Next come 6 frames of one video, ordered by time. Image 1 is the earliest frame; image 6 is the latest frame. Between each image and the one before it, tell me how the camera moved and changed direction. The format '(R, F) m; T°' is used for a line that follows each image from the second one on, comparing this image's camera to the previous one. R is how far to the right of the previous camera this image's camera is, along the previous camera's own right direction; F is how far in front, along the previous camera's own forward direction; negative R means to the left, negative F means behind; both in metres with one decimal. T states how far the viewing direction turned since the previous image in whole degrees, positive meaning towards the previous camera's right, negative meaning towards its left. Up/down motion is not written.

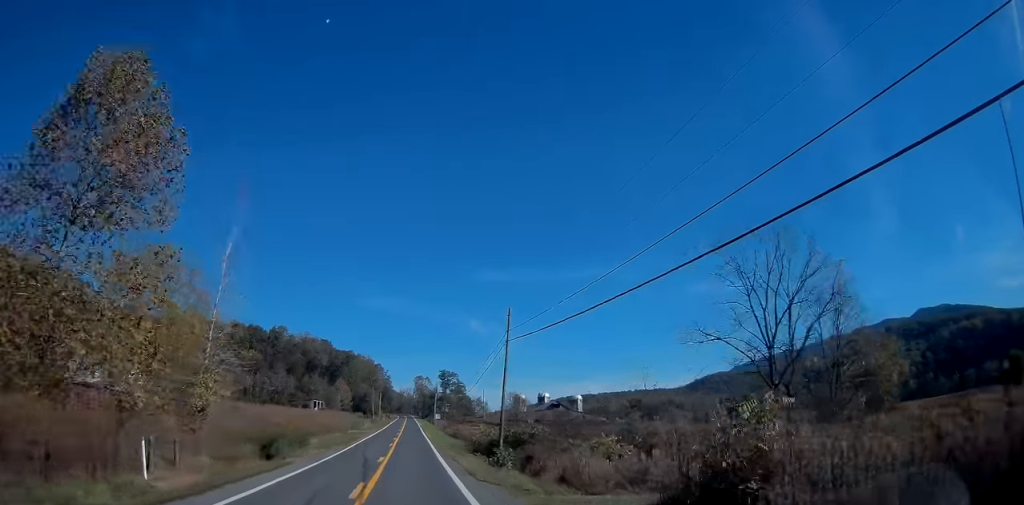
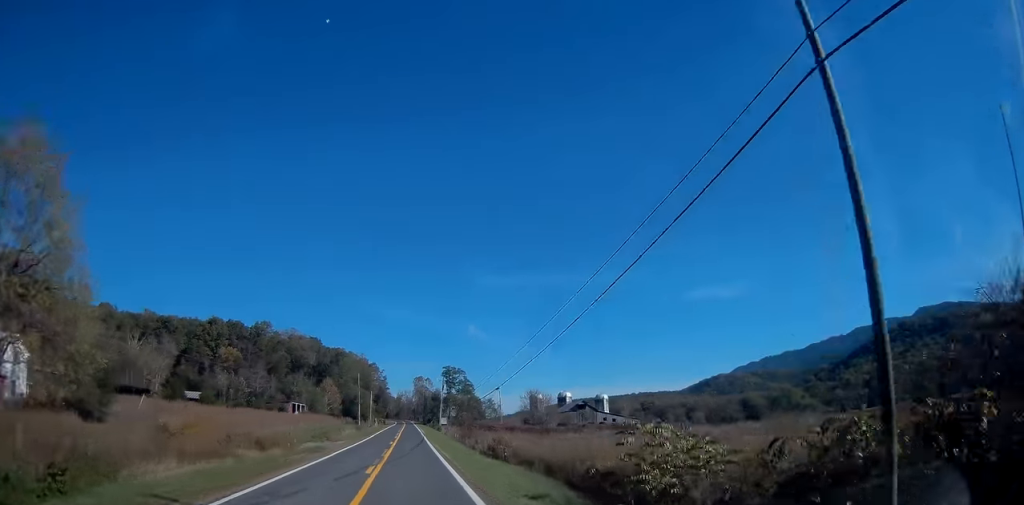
(0.0, +31.0) m; 0°
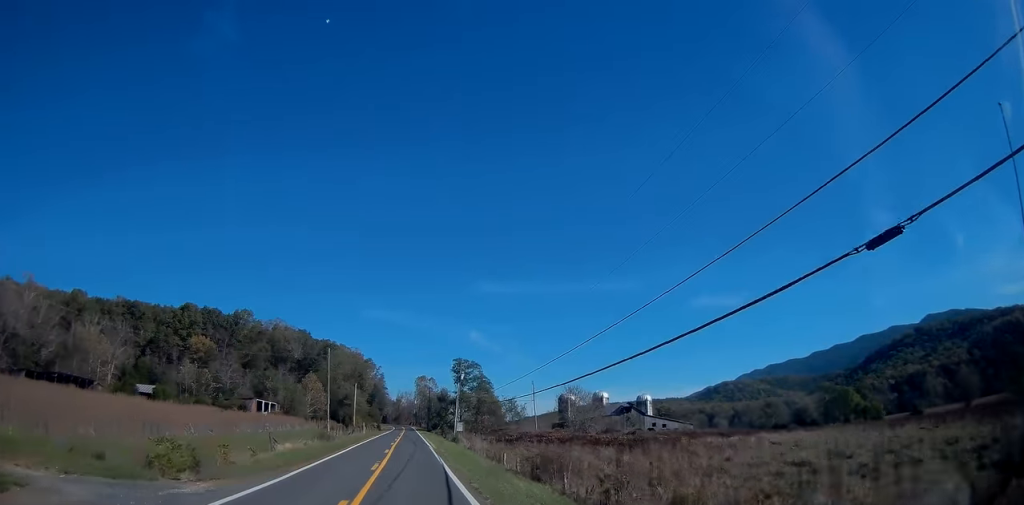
(+0.1, +34.8) m; 0°
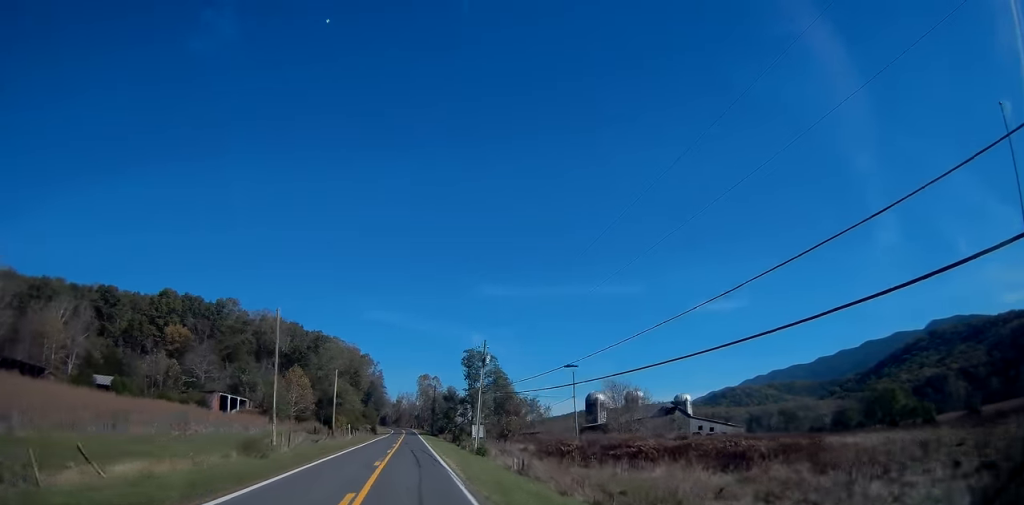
(0.0, +22.8) m; 0°
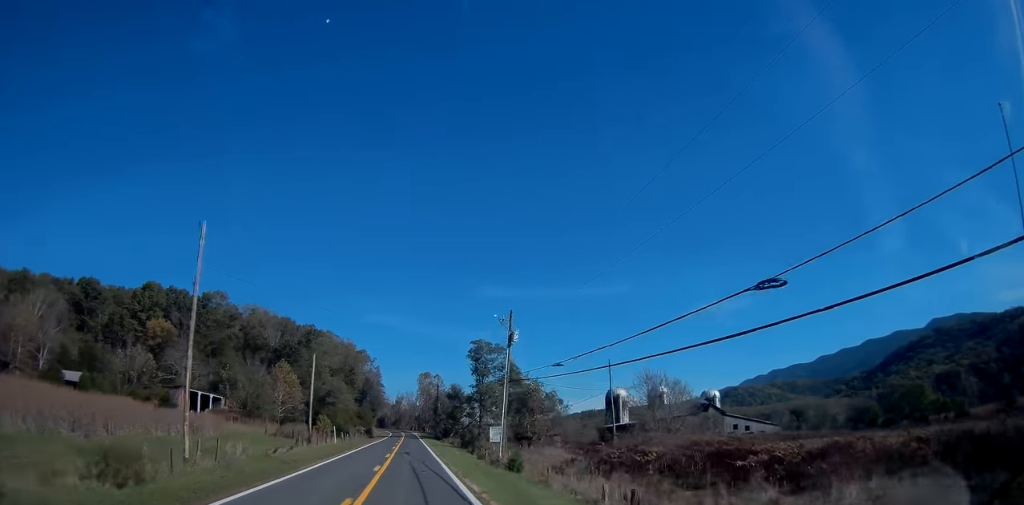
(0.0, +13.7) m; 0°
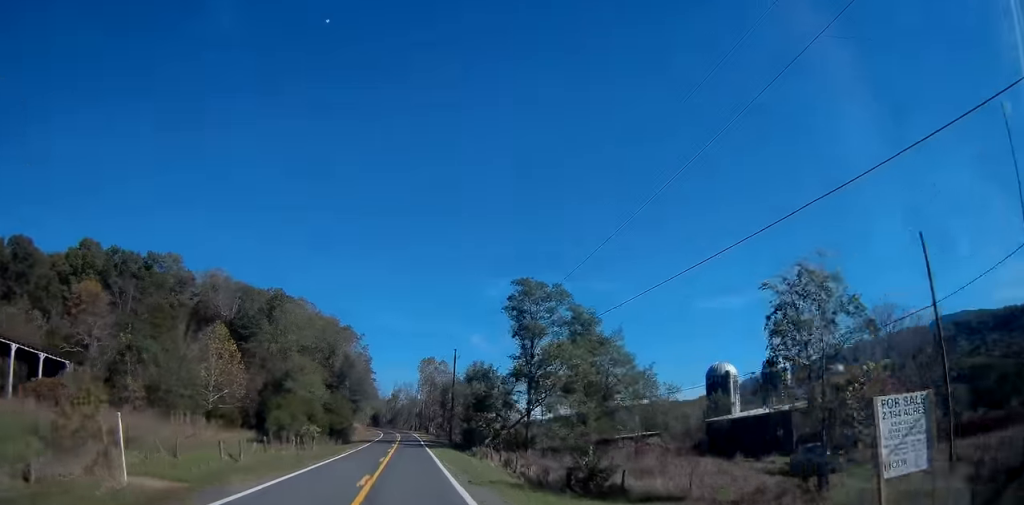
(-0.1, +42.3) m; 0°
